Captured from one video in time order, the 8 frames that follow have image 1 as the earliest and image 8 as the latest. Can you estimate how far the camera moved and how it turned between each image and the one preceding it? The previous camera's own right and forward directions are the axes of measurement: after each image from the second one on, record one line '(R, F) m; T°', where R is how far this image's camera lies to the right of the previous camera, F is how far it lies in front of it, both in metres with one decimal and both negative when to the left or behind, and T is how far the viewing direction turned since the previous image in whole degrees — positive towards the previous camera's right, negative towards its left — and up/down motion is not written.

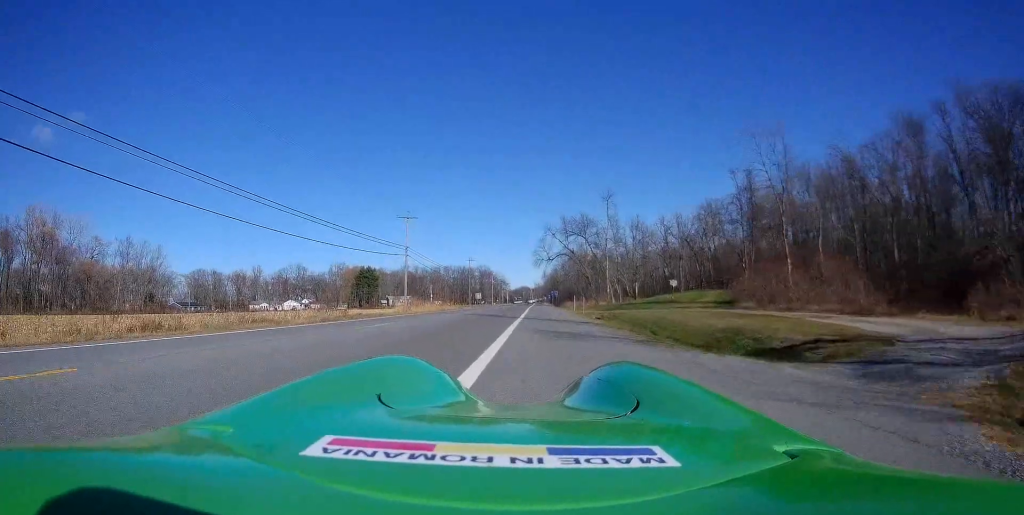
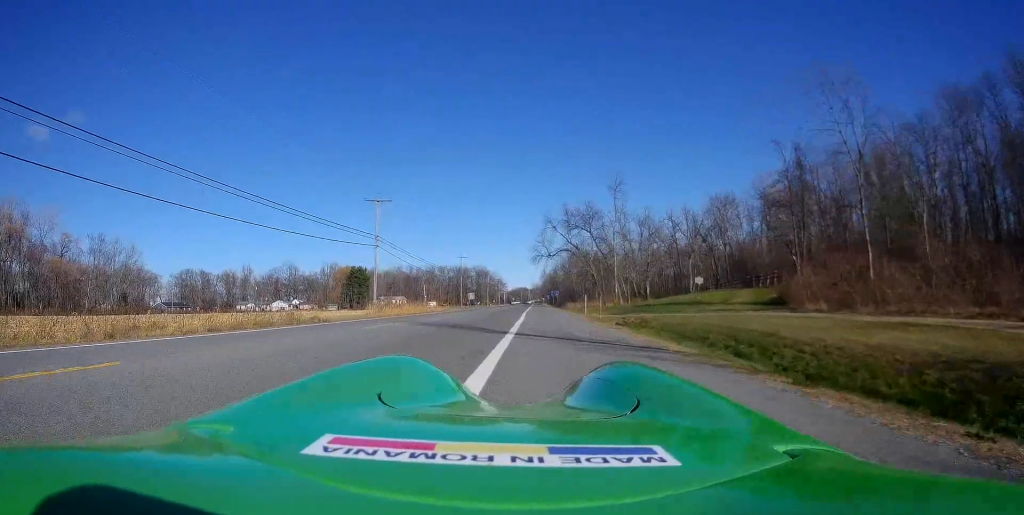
(0.0, +11.5) m; +1°
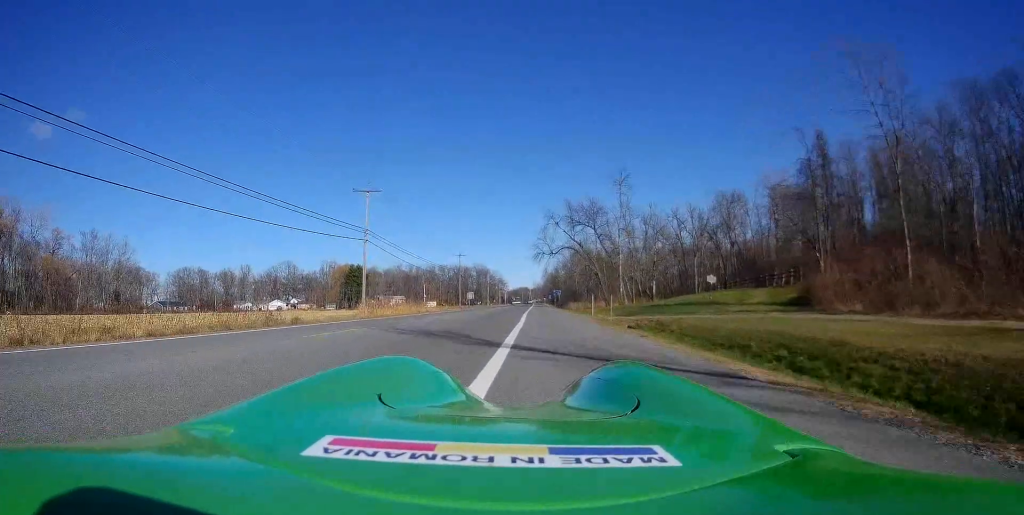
(0.0, +3.6) m; 0°
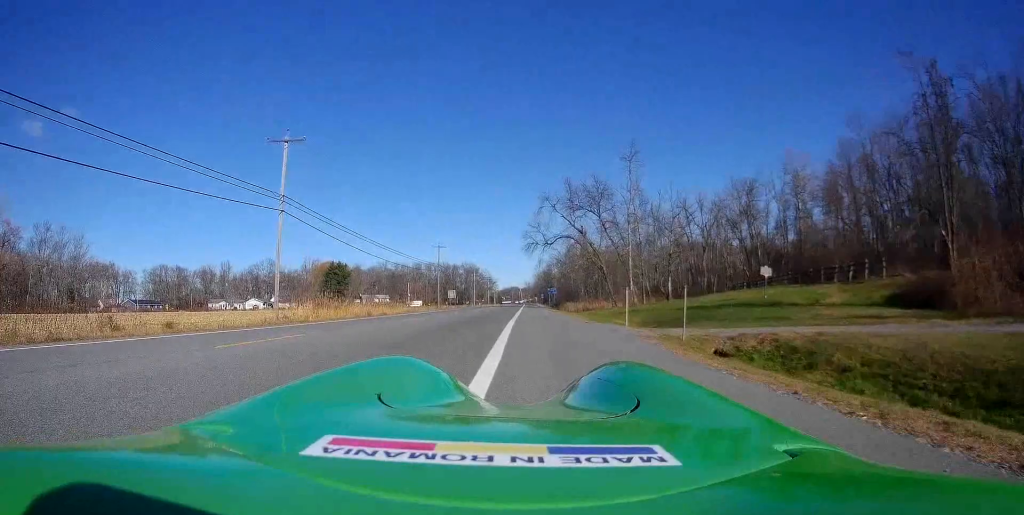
(+0.2, +15.3) m; +2°
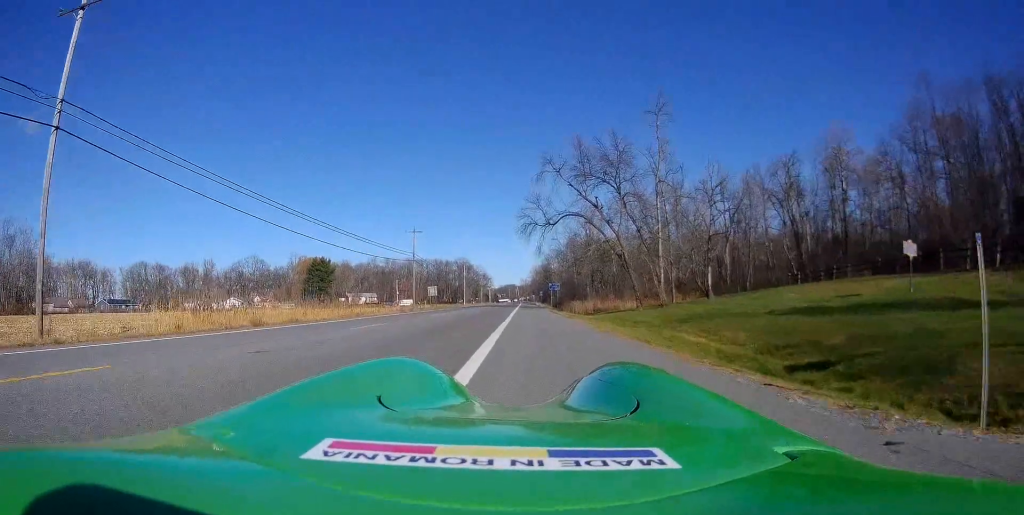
(-0.4, +17.3) m; -2°
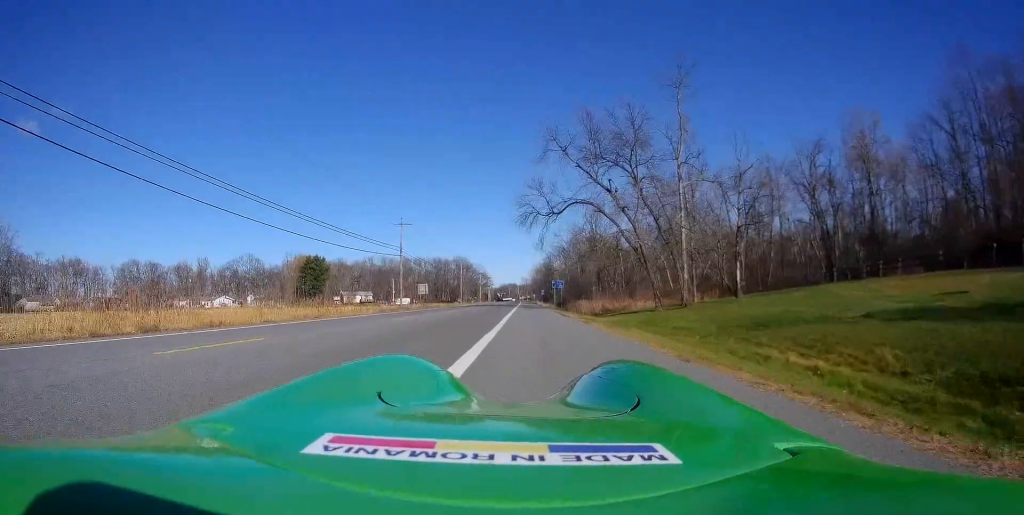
(+0.3, +8.1) m; -1°
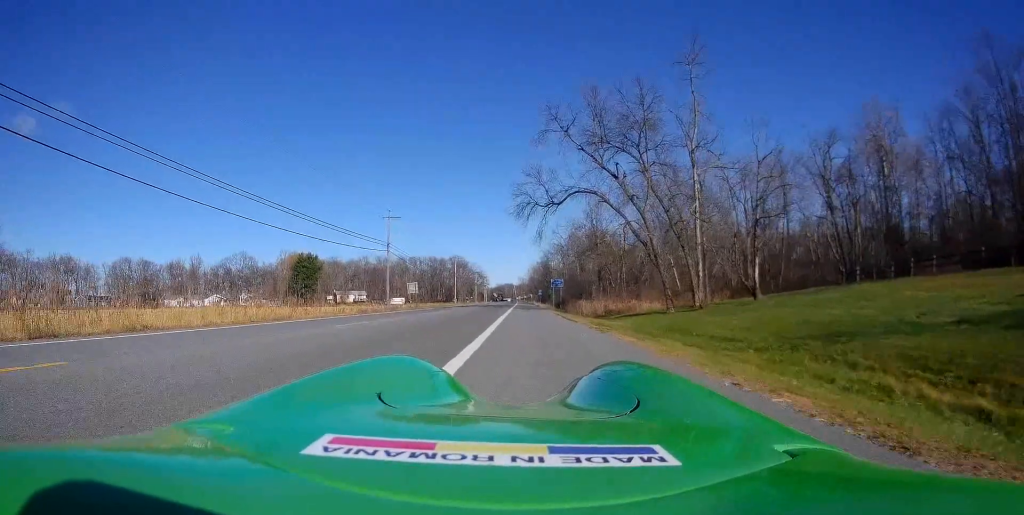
(-0.3, +4.6) m; 0°
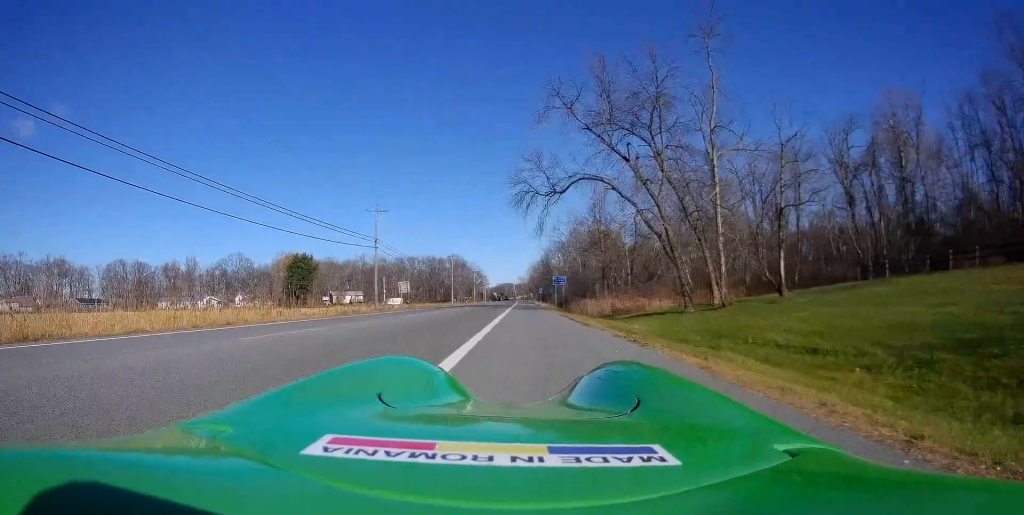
(0.0, +4.9) m; 0°
